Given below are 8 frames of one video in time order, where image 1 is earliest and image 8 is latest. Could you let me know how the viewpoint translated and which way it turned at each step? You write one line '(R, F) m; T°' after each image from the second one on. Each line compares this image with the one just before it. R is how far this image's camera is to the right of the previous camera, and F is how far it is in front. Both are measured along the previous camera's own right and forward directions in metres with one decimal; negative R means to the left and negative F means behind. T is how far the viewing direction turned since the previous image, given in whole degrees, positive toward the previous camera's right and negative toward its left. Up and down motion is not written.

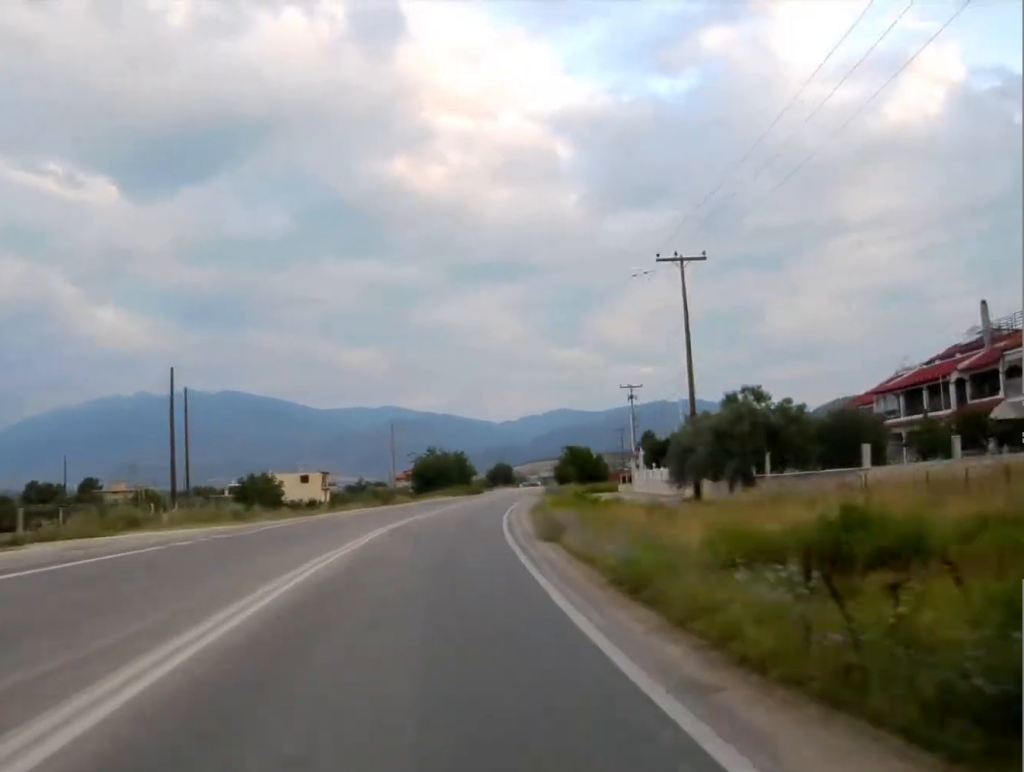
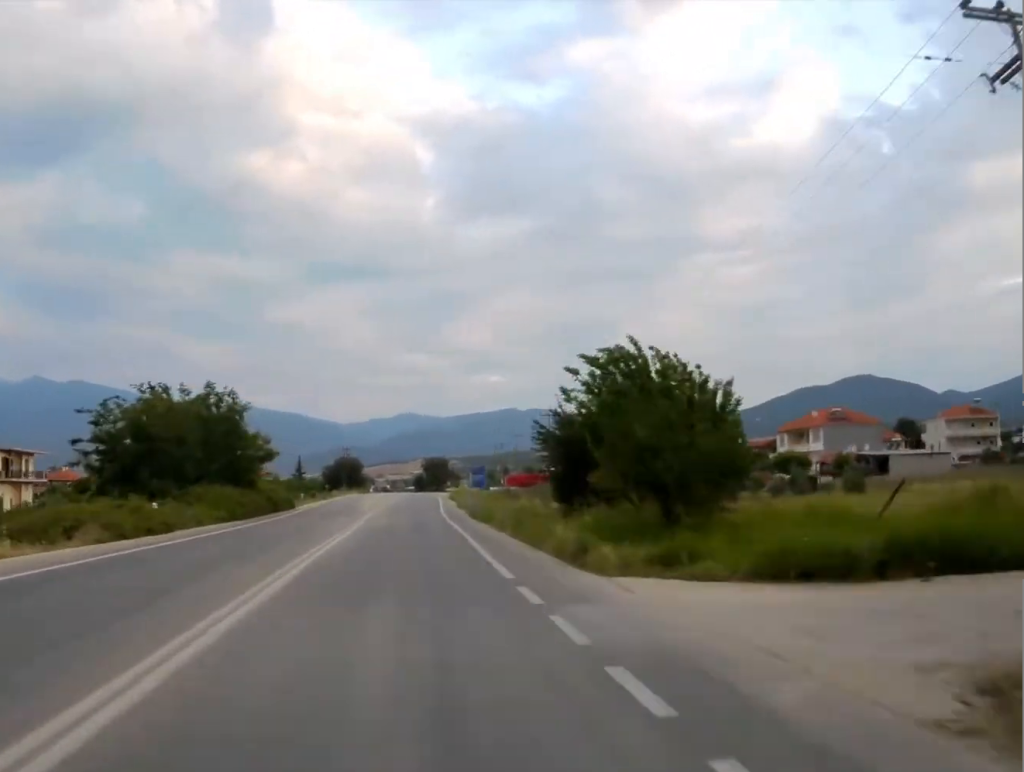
(+10.0, +81.8) m; +9°
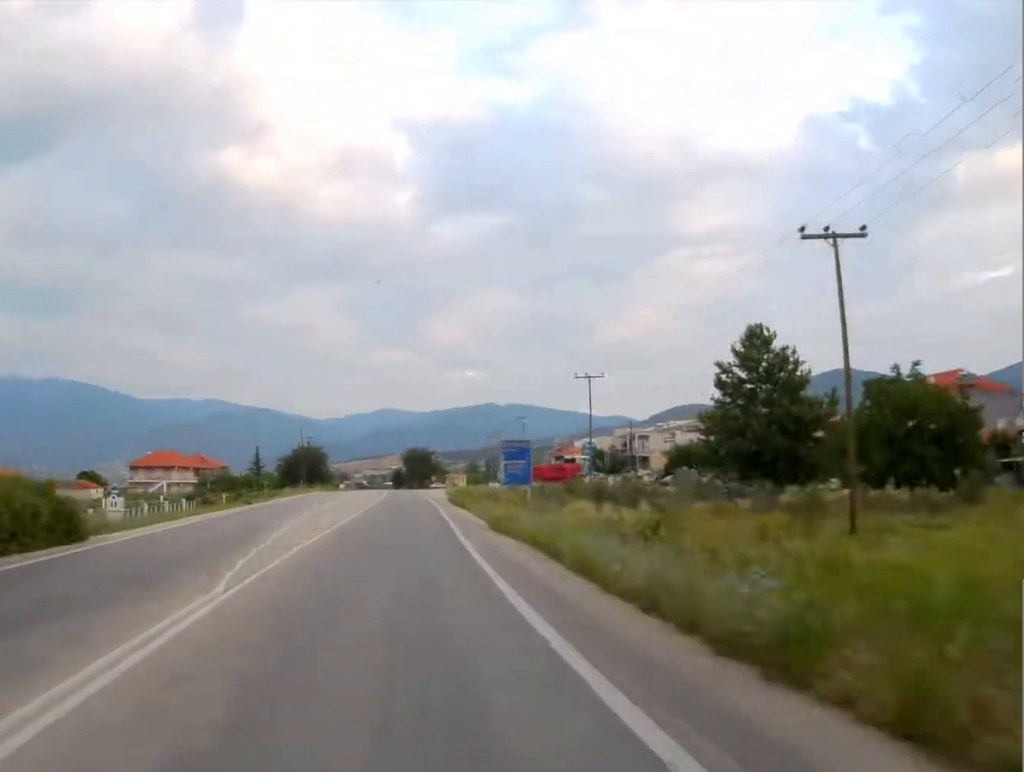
(+0.3, +37.5) m; +1°
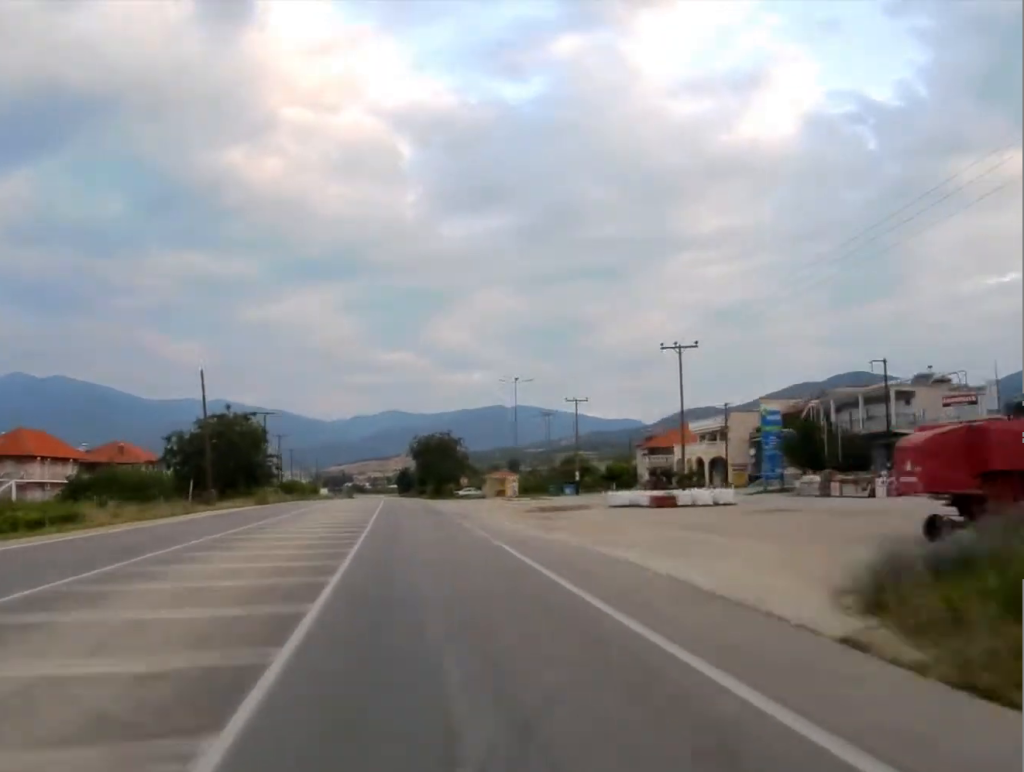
(+0.1, +72.0) m; 0°
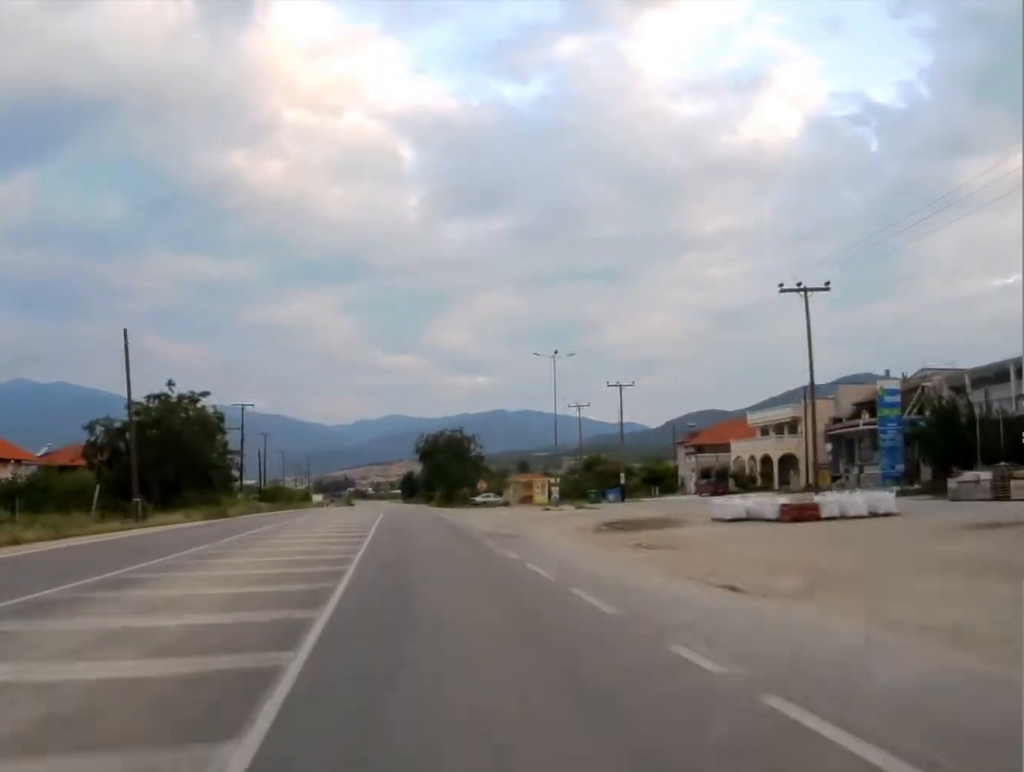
(0.0, +19.7) m; 0°
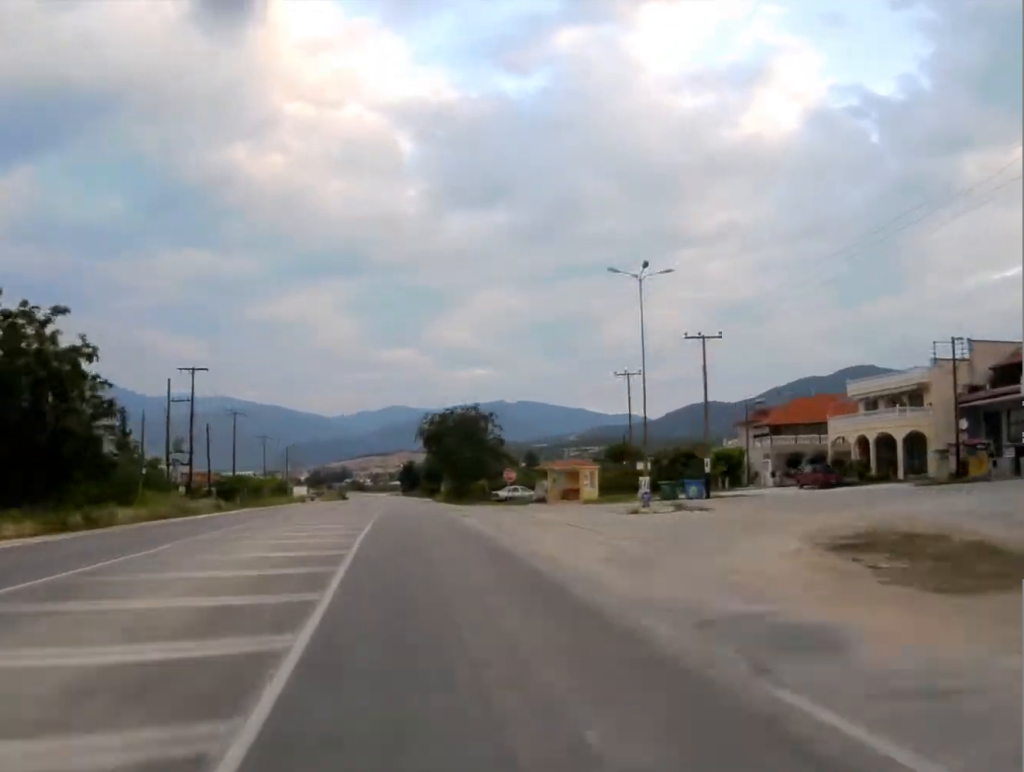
(0.0, +22.9) m; 0°
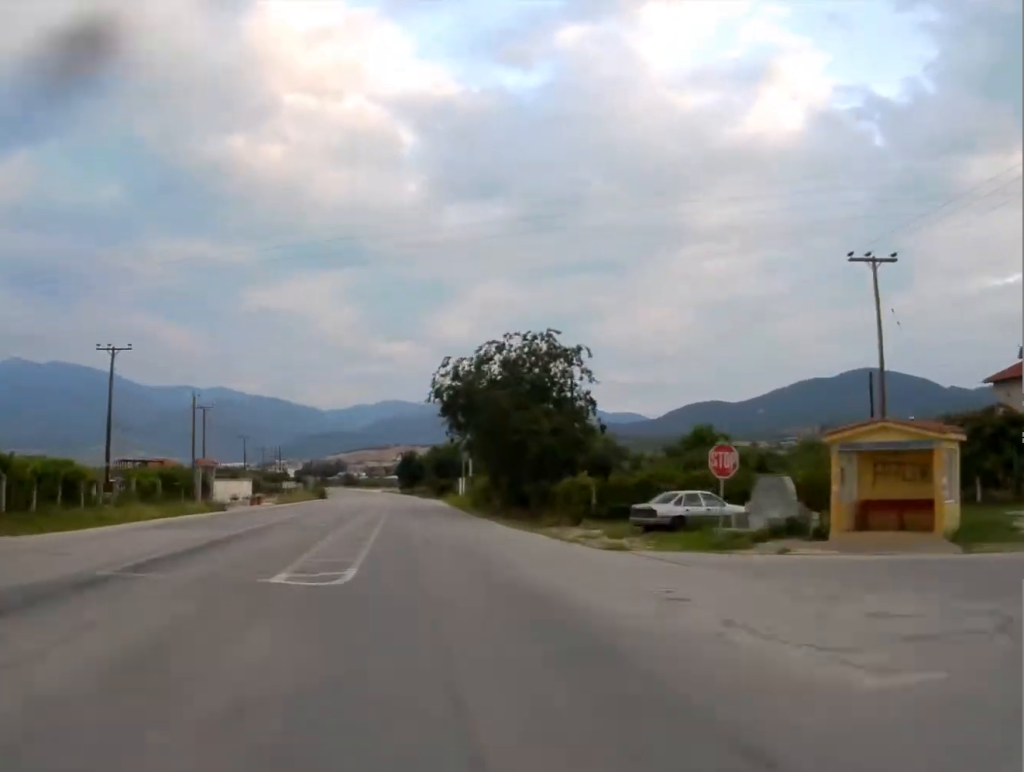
(-0.2, +46.9) m; 0°
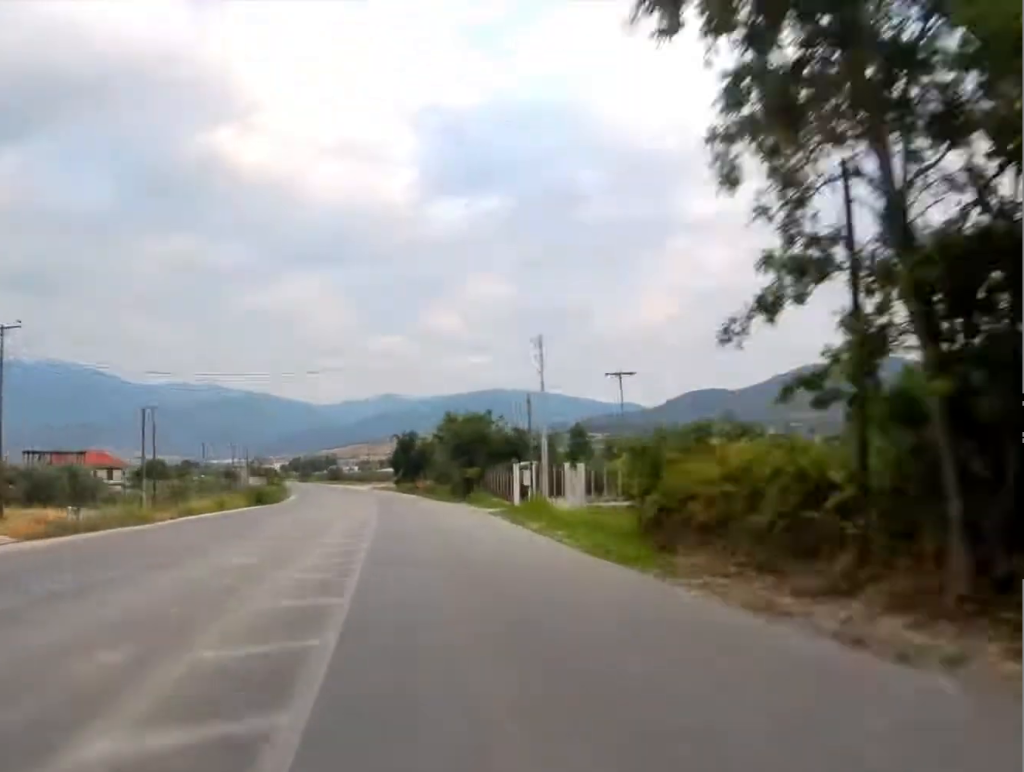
(+0.4, +52.7) m; 0°
